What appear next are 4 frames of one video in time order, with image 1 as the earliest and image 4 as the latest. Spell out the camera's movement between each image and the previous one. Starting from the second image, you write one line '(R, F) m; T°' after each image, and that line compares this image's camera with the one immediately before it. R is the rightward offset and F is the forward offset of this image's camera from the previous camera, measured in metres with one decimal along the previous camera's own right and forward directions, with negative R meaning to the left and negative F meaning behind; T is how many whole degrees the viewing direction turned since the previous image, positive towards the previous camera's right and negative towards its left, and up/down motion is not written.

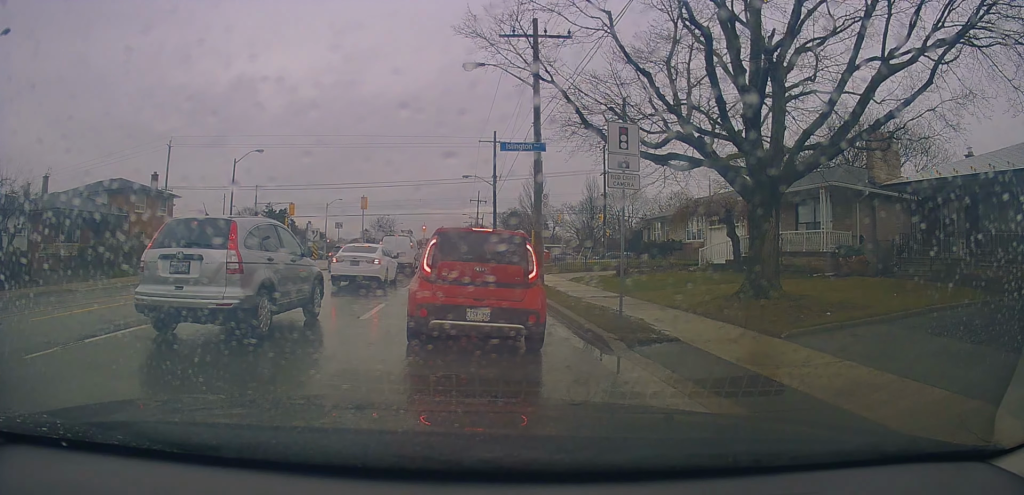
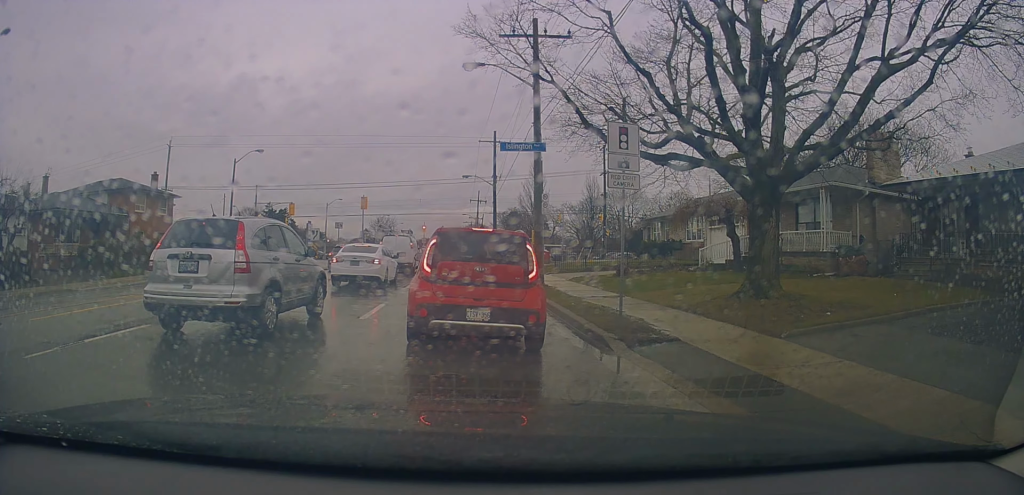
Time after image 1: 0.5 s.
(0.0, 0.0) m; 0°
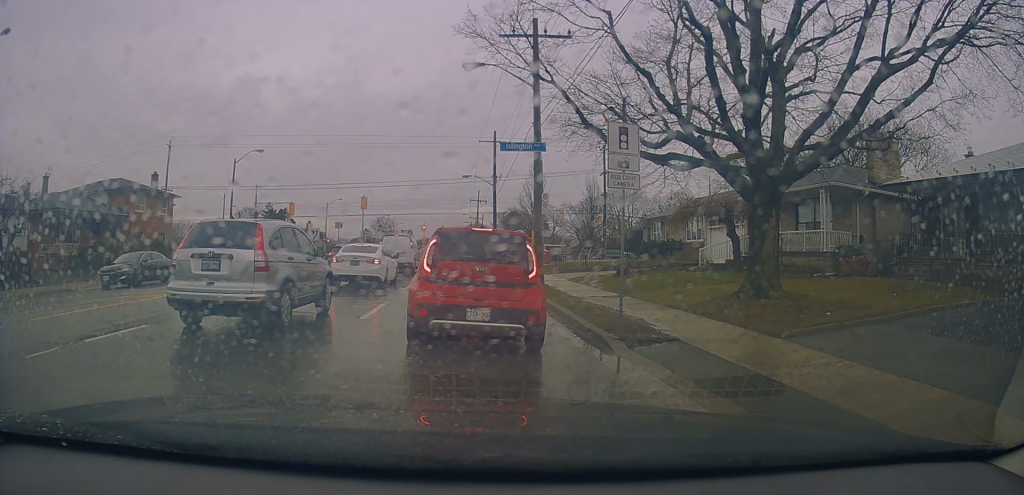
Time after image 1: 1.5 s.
(0.0, 0.0) m; 0°
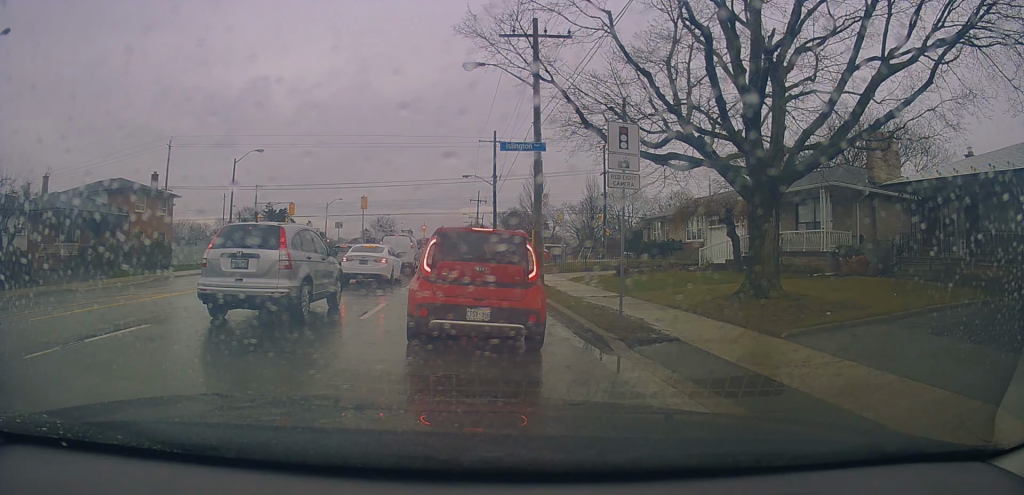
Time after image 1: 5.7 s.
(0.0, 0.0) m; 0°
